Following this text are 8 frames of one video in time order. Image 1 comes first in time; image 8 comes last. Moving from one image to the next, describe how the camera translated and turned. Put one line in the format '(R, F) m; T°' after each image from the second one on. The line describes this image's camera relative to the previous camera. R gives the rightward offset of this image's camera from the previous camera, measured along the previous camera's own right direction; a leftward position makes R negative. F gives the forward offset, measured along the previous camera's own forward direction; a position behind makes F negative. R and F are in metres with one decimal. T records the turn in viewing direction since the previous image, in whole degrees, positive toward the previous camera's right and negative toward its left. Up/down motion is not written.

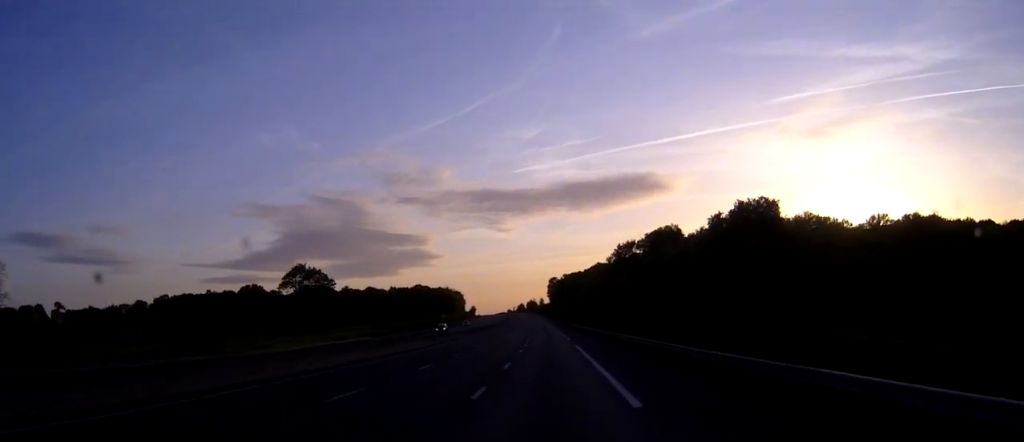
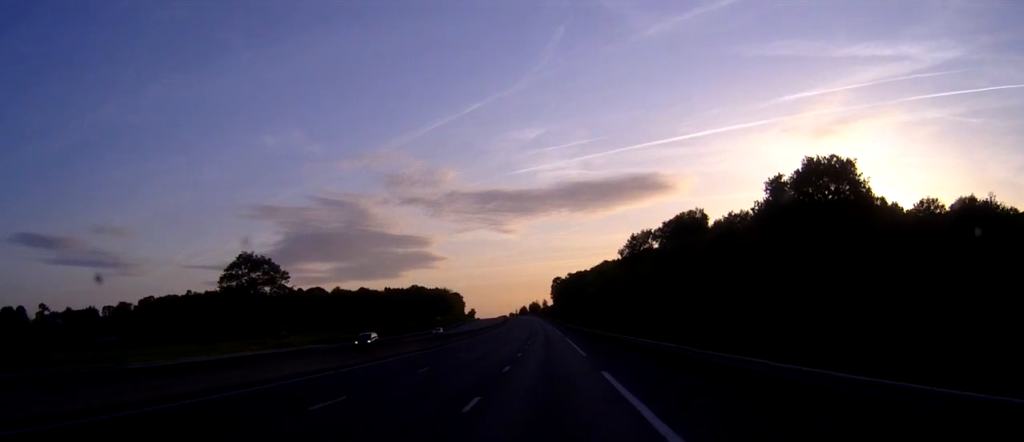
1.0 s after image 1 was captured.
(-0.1, +27.0) m; 0°
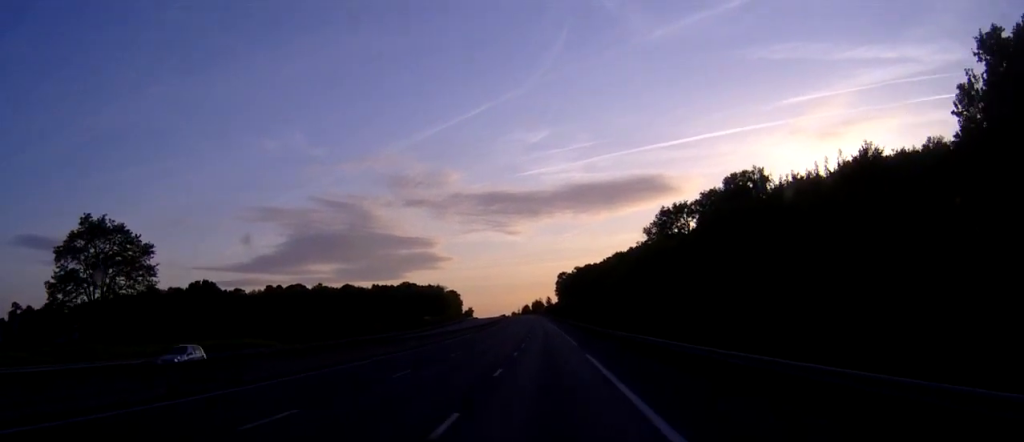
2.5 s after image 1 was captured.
(-0.1, +43.4) m; 0°
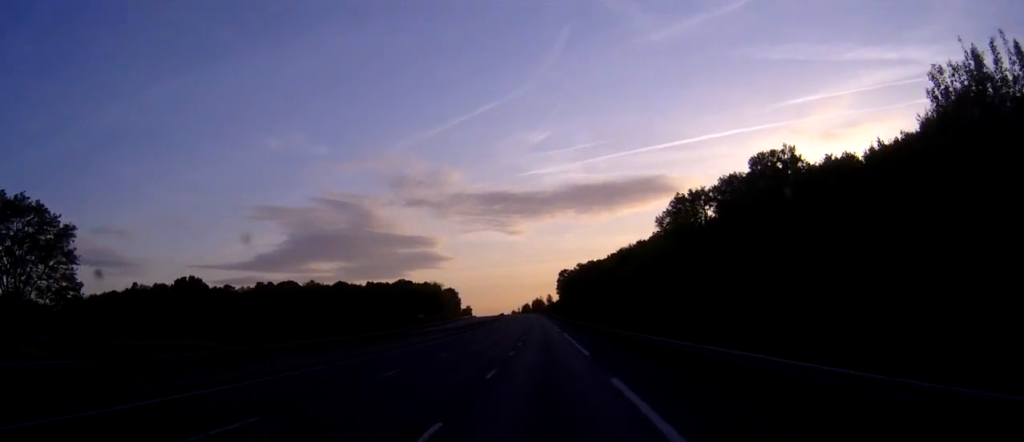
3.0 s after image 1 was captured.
(0.0, +15.0) m; 0°
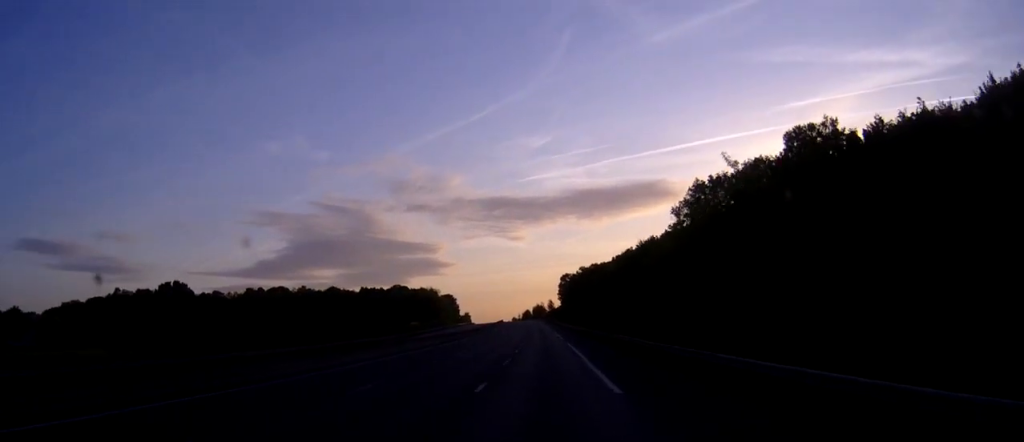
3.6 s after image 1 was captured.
(0.0, +15.9) m; 0°
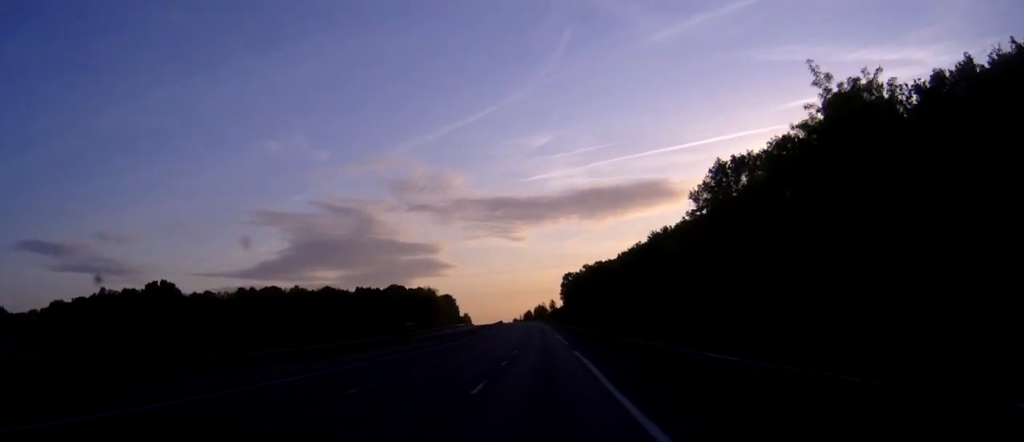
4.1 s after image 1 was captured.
(0.0, +13.0) m; 0°
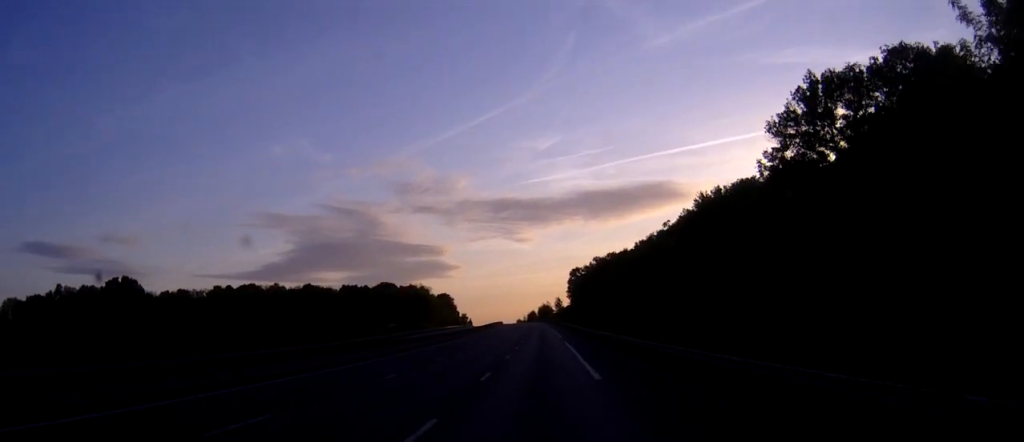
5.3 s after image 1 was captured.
(0.0, +34.4) m; 0°
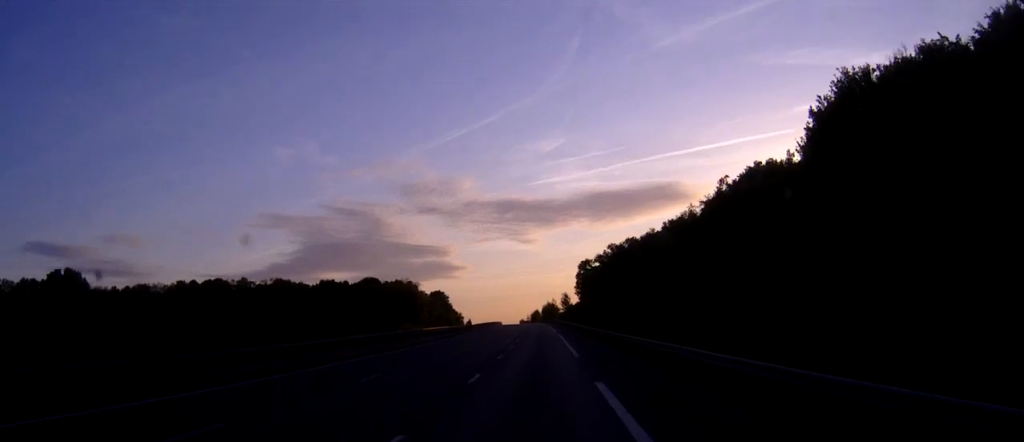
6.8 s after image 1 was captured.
(-0.3, +41.1) m; -1°
